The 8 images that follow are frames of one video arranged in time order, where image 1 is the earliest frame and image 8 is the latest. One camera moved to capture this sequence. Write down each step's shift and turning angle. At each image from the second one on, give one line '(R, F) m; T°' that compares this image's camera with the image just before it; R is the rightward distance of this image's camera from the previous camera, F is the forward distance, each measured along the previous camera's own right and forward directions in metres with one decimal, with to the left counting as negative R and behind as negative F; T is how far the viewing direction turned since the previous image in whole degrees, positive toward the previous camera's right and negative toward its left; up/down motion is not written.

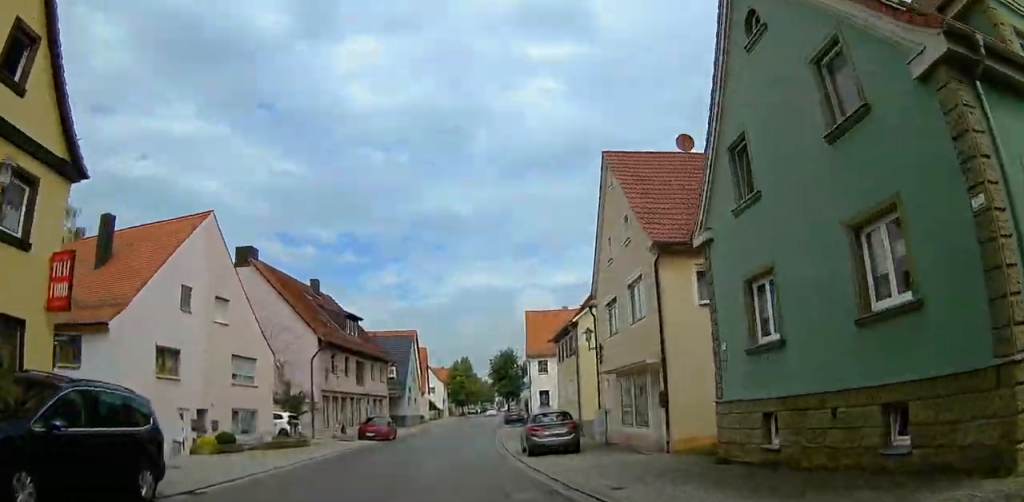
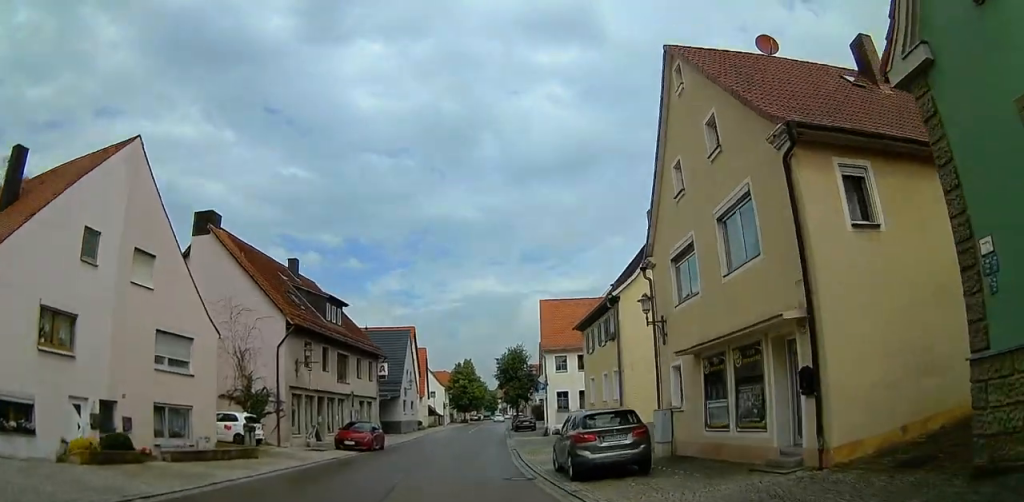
(0.0, +7.5) m; +2°
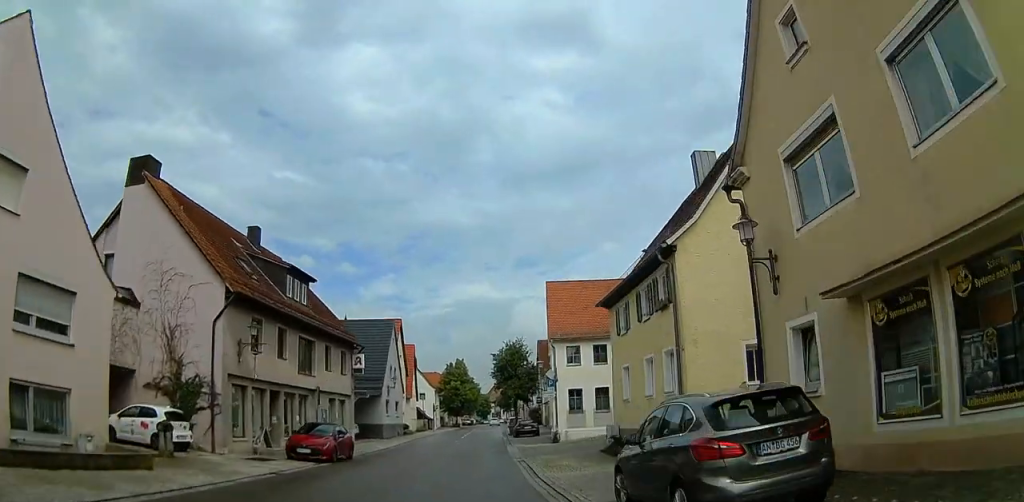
(+0.2, +7.1) m; +3°
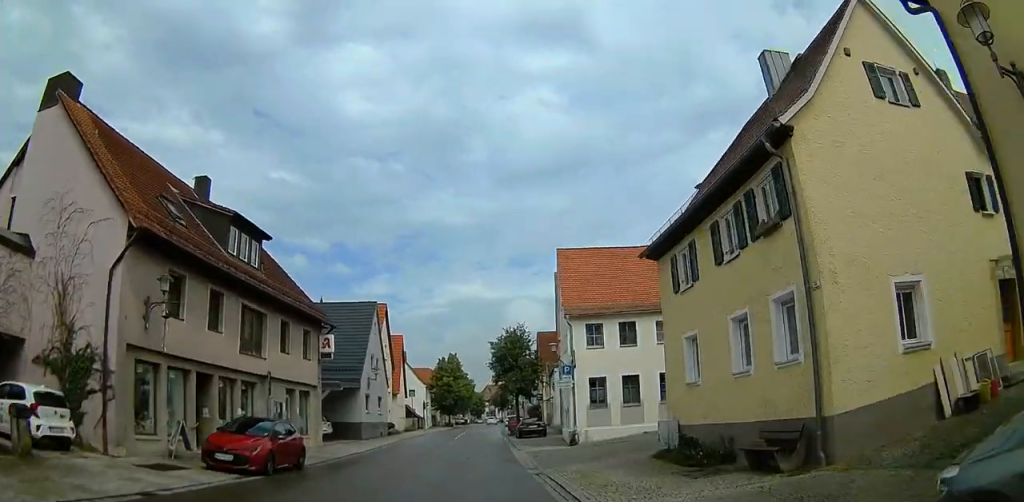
(+0.2, +7.0) m; +2°
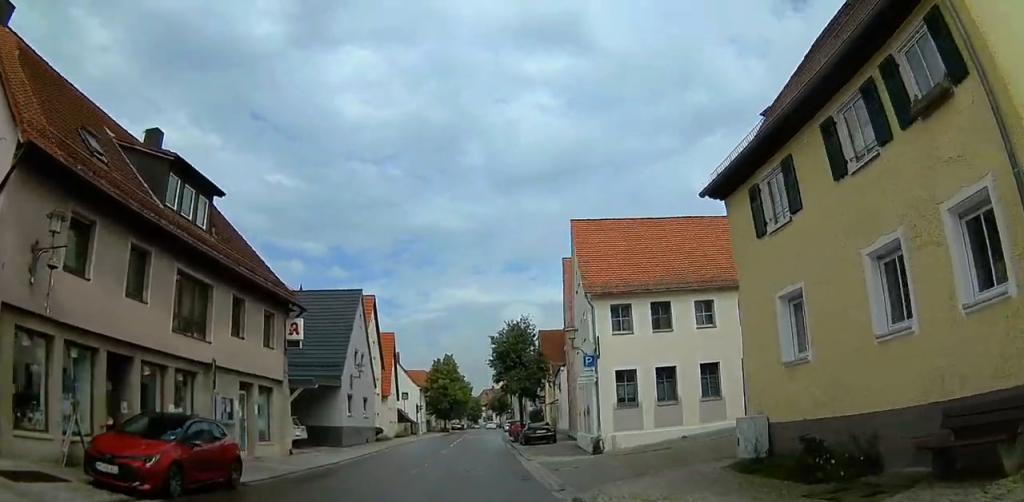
(+0.2, +5.2) m; -1°
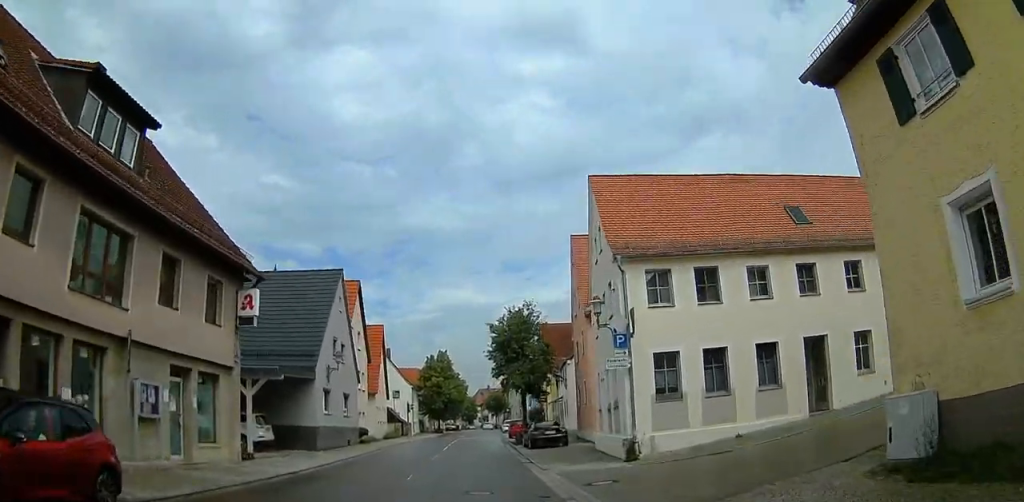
(-0.3, +4.9) m; -2°
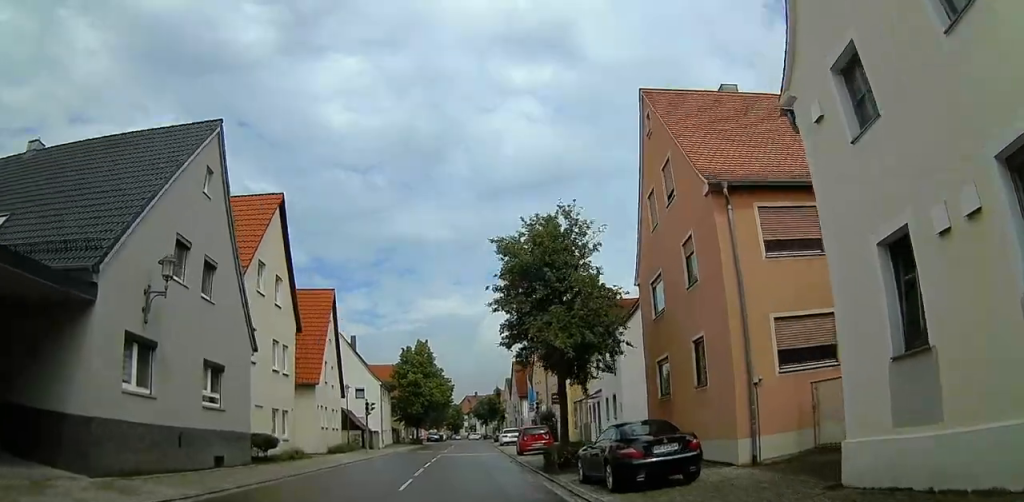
(0.0, +17.3) m; +3°
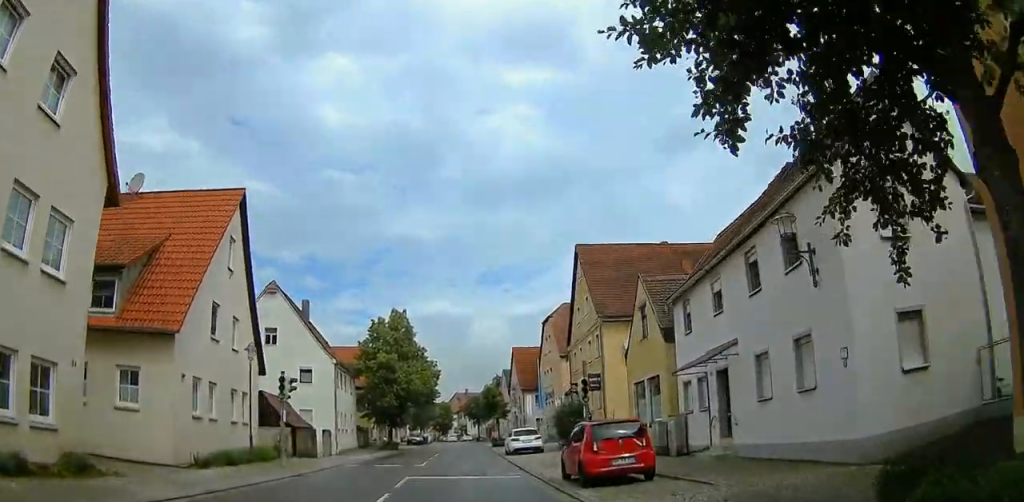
(-0.2, +16.7) m; -3°
